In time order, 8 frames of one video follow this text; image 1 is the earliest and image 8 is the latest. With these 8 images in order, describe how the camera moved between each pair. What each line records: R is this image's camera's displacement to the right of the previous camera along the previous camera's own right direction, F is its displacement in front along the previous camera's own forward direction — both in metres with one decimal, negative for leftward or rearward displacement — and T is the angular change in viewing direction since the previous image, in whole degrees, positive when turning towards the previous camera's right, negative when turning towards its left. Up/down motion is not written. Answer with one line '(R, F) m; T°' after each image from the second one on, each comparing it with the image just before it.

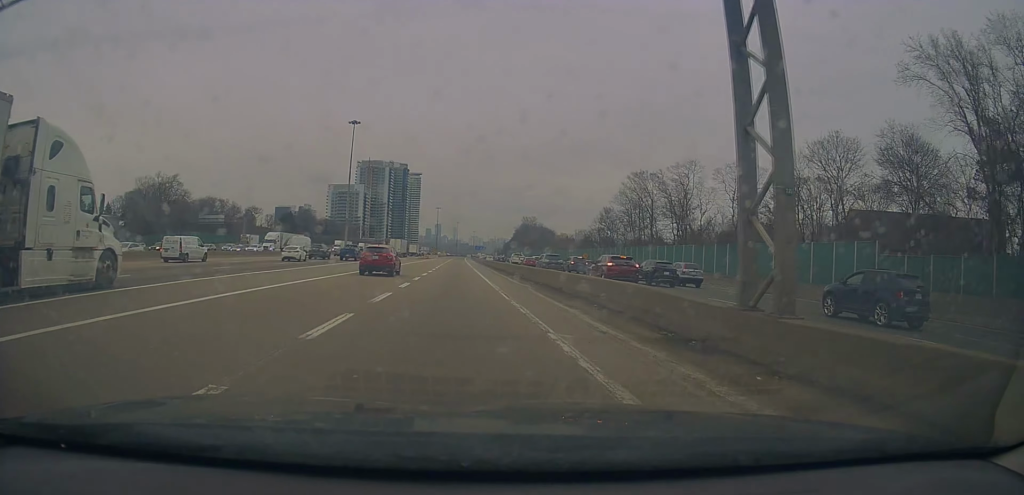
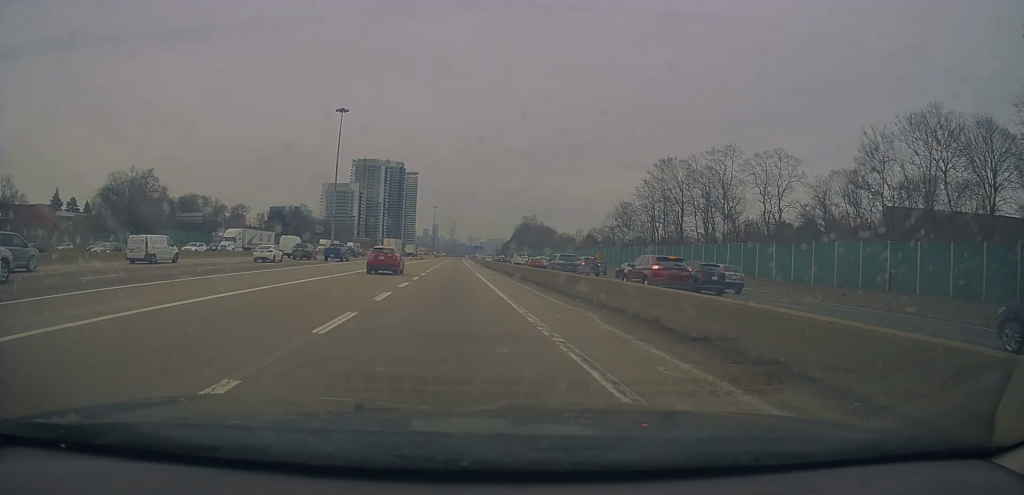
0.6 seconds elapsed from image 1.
(+0.1, +12.2) m; +1°
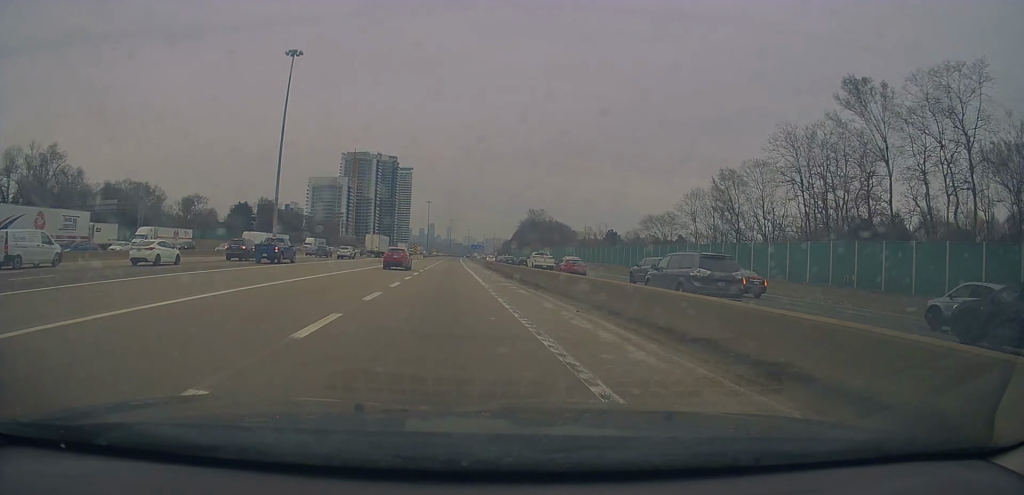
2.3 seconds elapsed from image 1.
(+0.4, +35.6) m; +1°
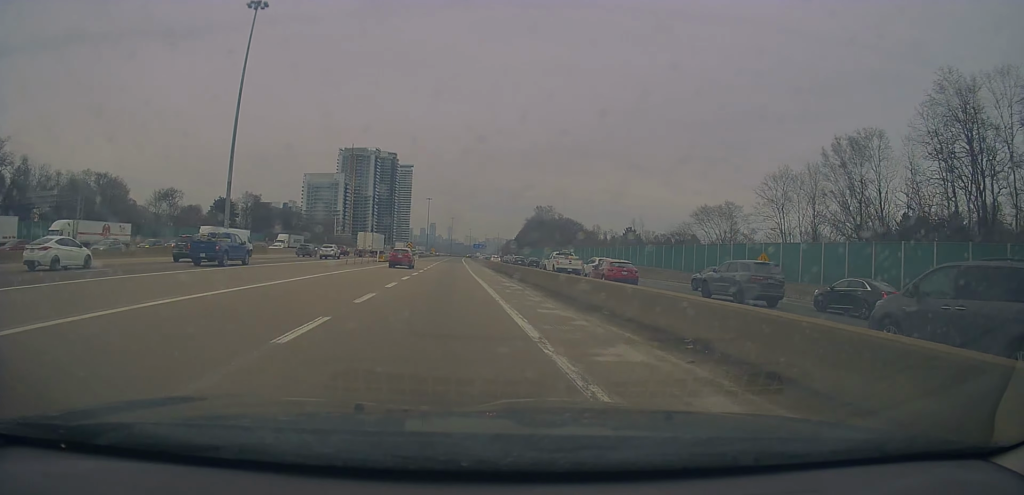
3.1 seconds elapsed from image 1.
(-0.1, +20.3) m; 0°
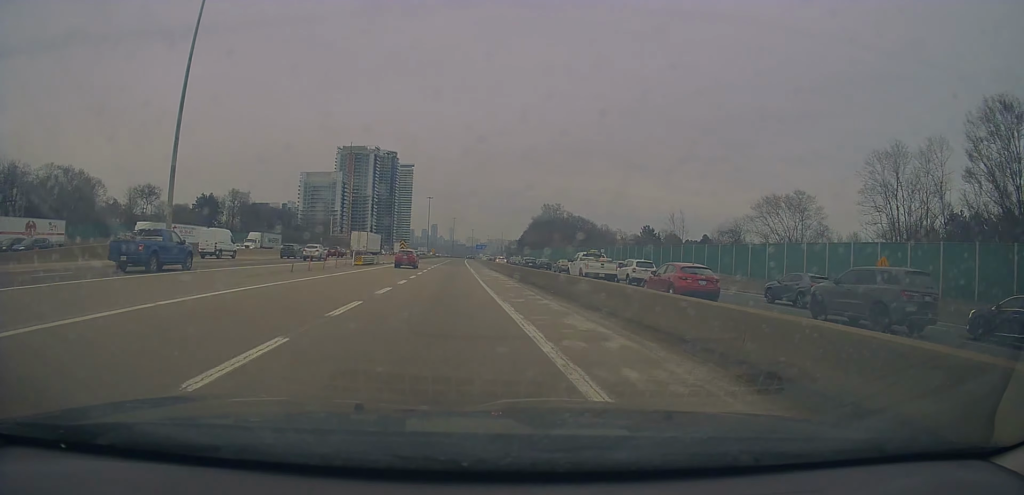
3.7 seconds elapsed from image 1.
(0.0, +13.1) m; 0°
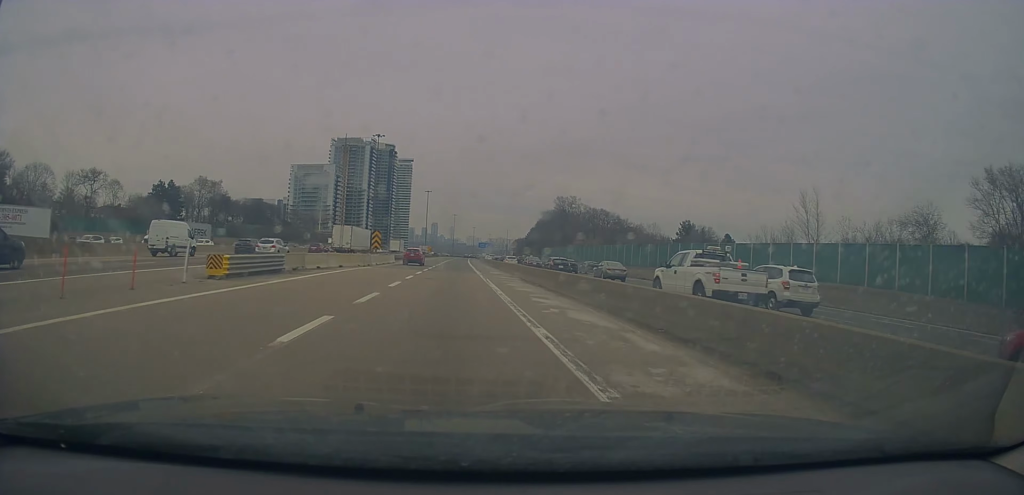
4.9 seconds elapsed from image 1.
(-0.1, +24.3) m; 0°
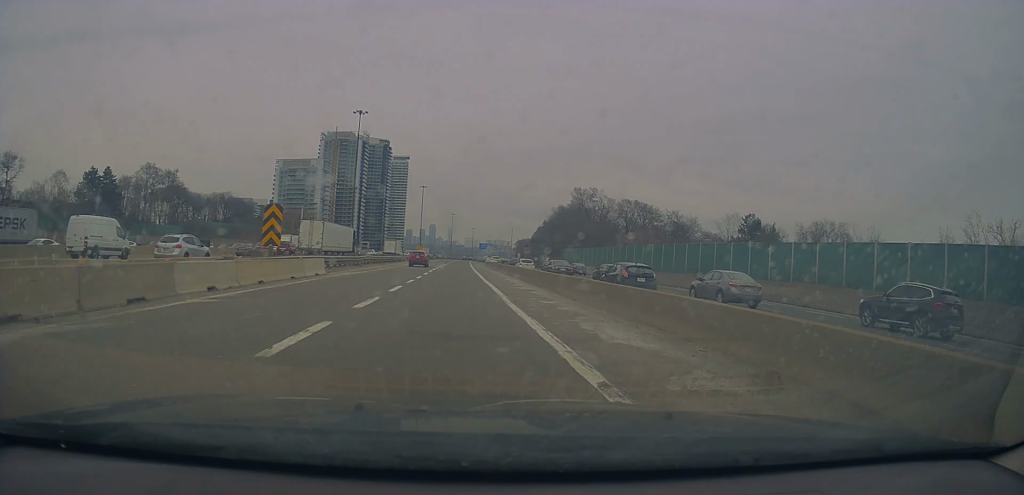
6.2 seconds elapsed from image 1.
(-0.1, +28.3) m; -1°
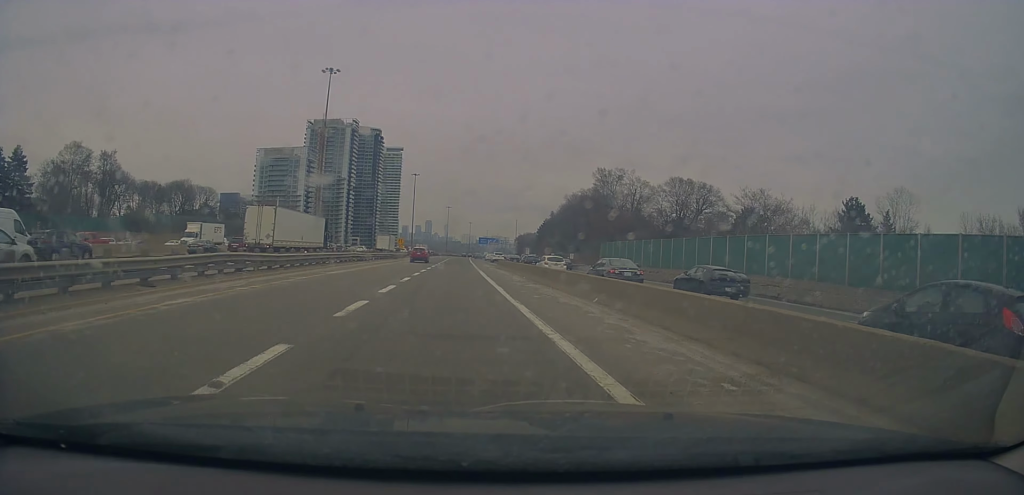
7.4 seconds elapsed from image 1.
(+0.1, +30.3) m; +2°
